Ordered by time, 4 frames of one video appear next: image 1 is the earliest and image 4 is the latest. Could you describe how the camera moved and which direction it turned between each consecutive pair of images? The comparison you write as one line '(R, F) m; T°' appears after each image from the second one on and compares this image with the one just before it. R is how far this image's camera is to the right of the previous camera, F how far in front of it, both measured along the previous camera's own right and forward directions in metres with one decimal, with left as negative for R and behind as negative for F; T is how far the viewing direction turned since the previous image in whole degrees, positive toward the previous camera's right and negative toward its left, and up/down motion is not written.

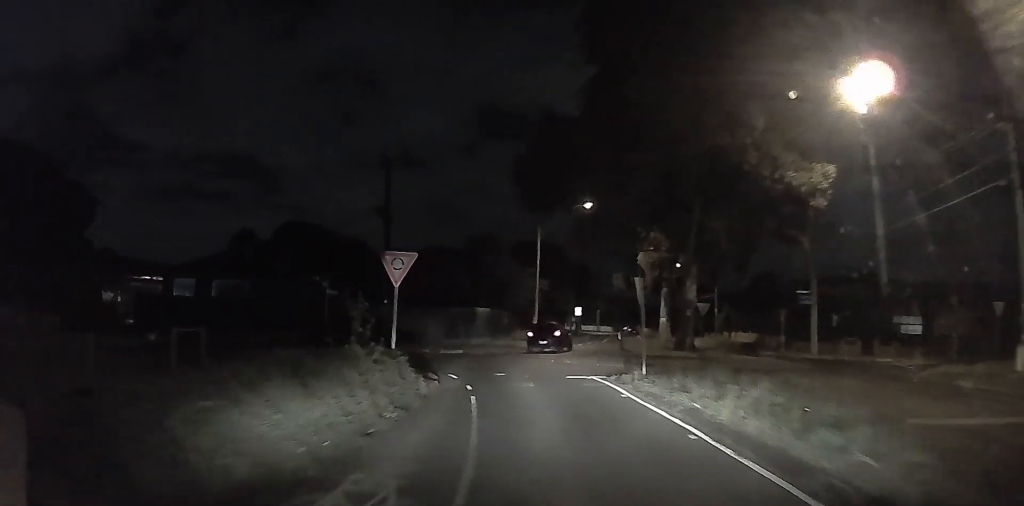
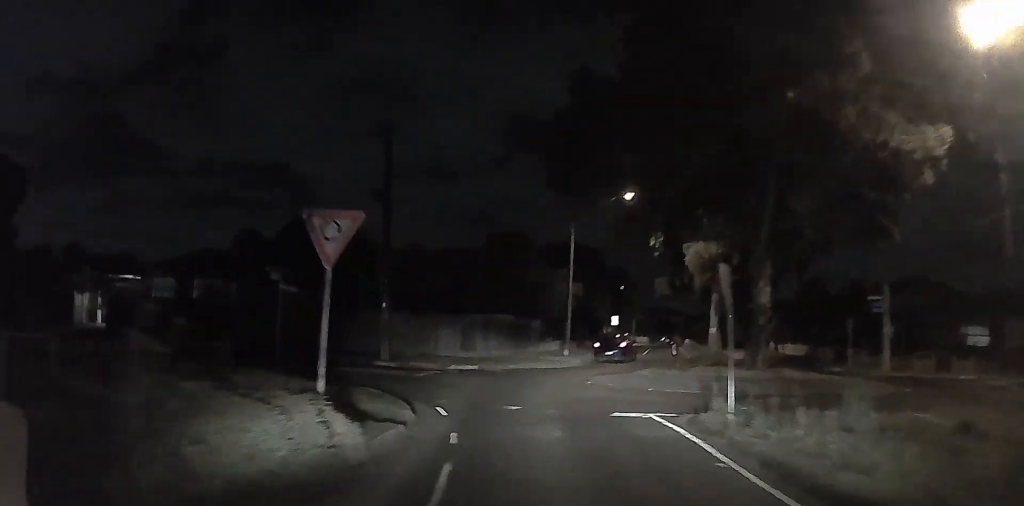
(+0.6, +5.9) m; +2°
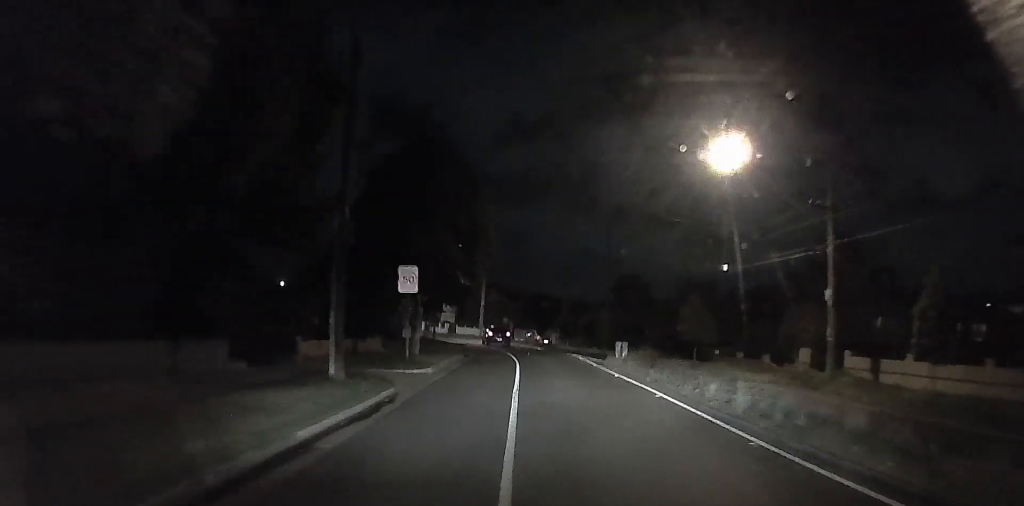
(-8.7, +52.1) m; -22°
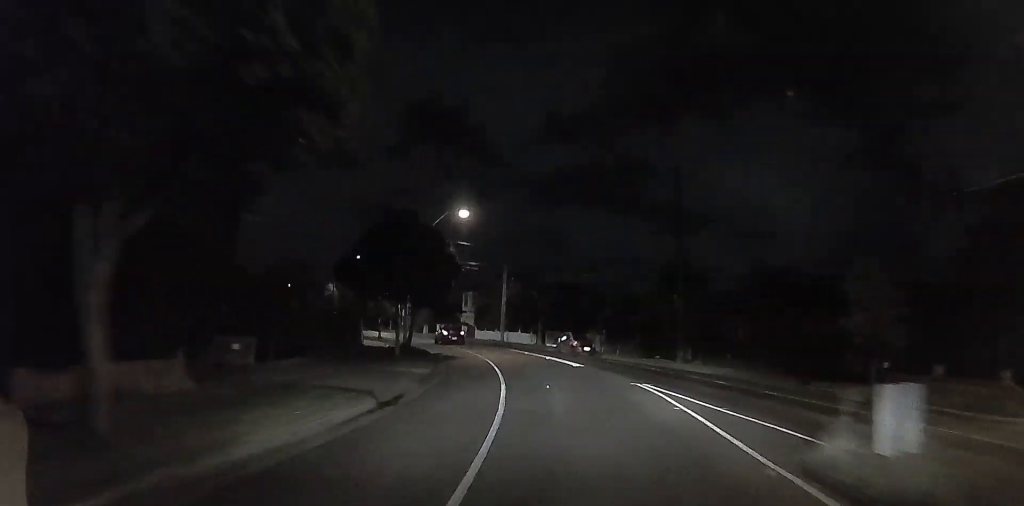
(-1.9, +22.7) m; -8°
